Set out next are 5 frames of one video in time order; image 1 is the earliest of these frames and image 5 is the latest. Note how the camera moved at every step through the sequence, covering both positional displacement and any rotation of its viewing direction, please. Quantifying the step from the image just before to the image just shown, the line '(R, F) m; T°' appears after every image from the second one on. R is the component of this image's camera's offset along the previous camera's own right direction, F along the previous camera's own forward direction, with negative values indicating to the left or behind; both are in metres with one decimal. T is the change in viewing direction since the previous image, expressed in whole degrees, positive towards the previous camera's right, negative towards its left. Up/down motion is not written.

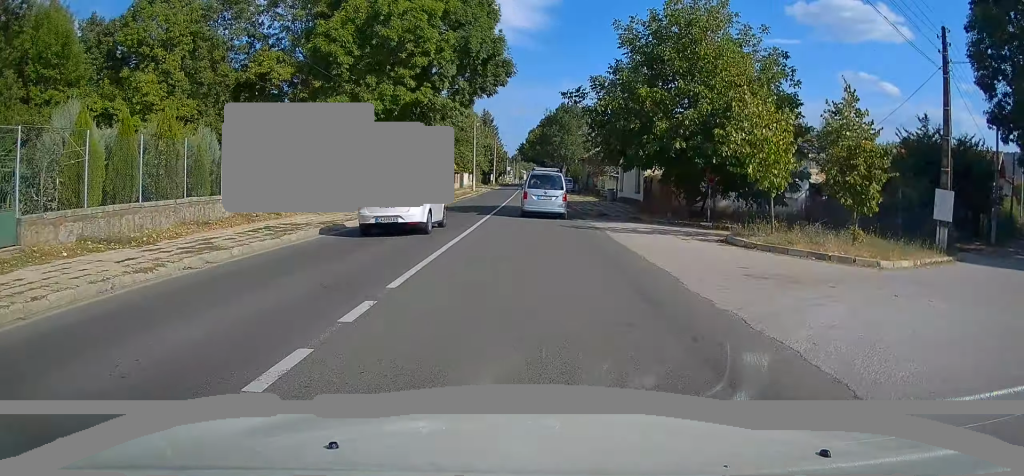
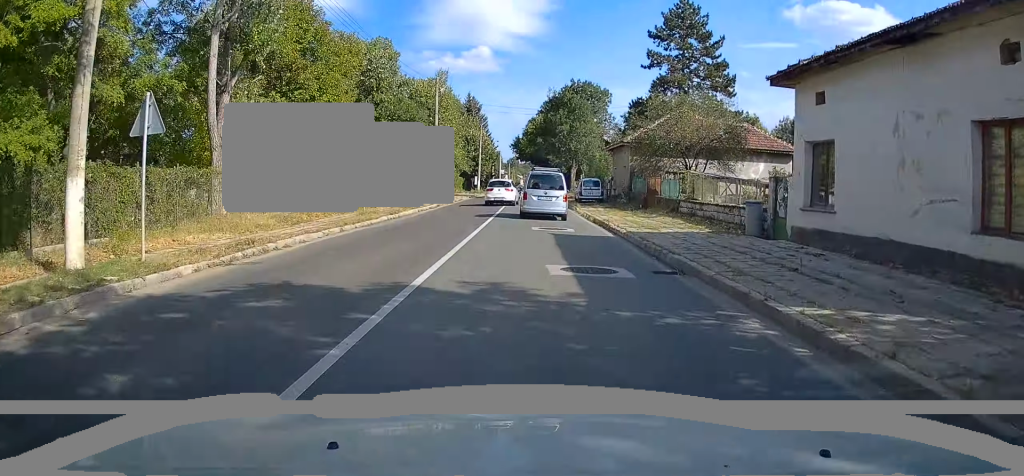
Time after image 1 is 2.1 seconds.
(0.0, +28.4) m; 0°
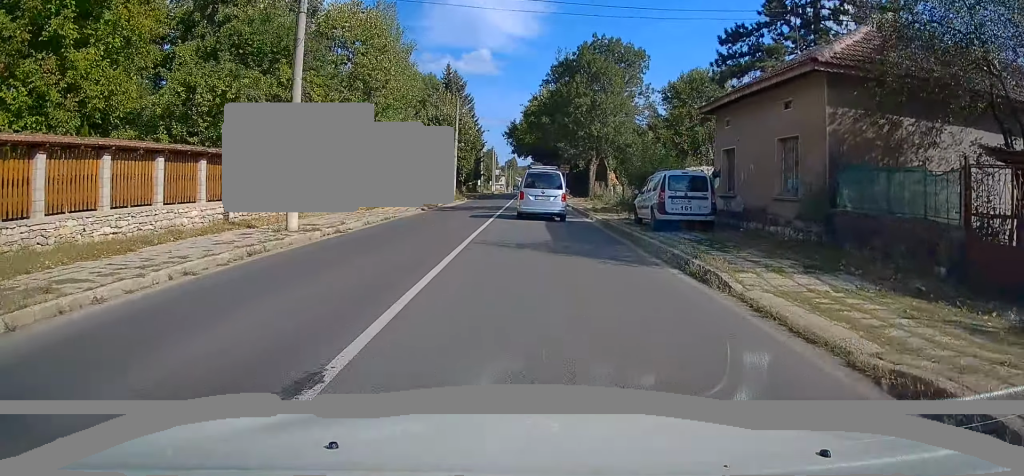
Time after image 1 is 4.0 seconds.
(-0.1, +25.6) m; +1°
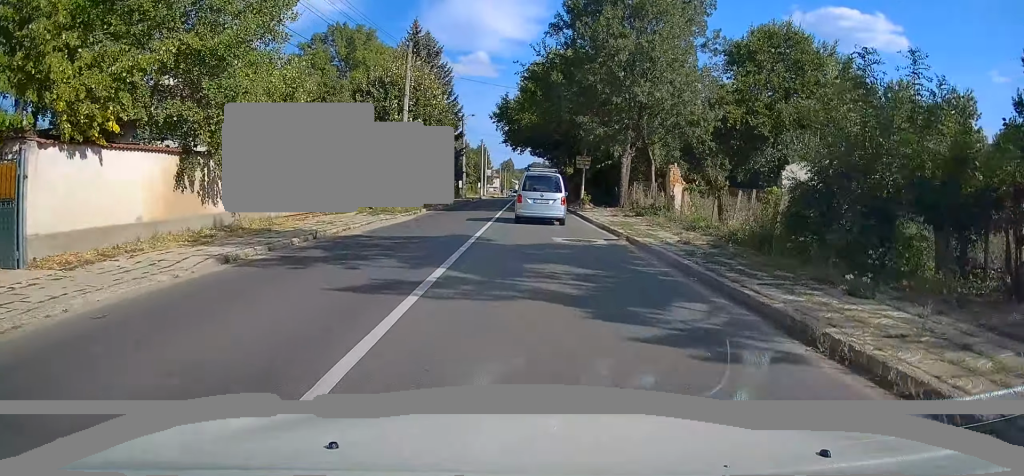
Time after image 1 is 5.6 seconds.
(+0.4, +21.1) m; 0°
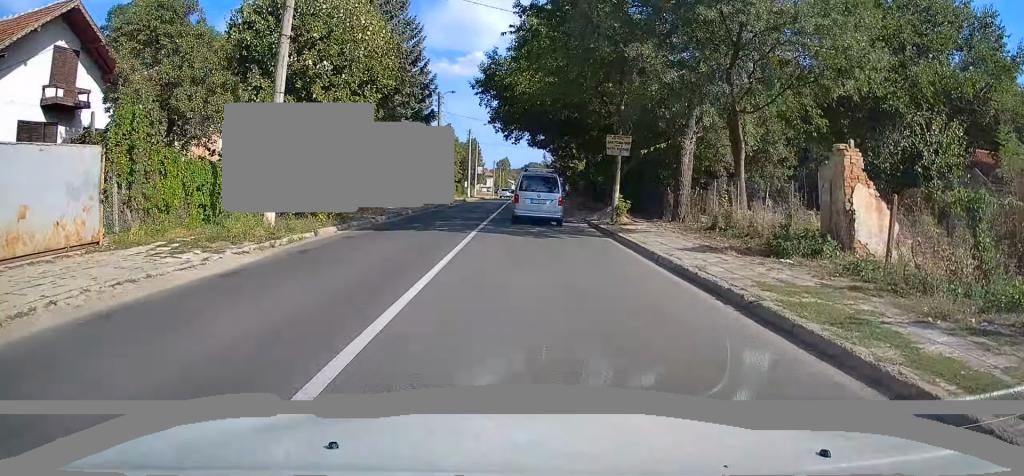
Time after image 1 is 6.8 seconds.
(-0.3, +15.5) m; 0°
